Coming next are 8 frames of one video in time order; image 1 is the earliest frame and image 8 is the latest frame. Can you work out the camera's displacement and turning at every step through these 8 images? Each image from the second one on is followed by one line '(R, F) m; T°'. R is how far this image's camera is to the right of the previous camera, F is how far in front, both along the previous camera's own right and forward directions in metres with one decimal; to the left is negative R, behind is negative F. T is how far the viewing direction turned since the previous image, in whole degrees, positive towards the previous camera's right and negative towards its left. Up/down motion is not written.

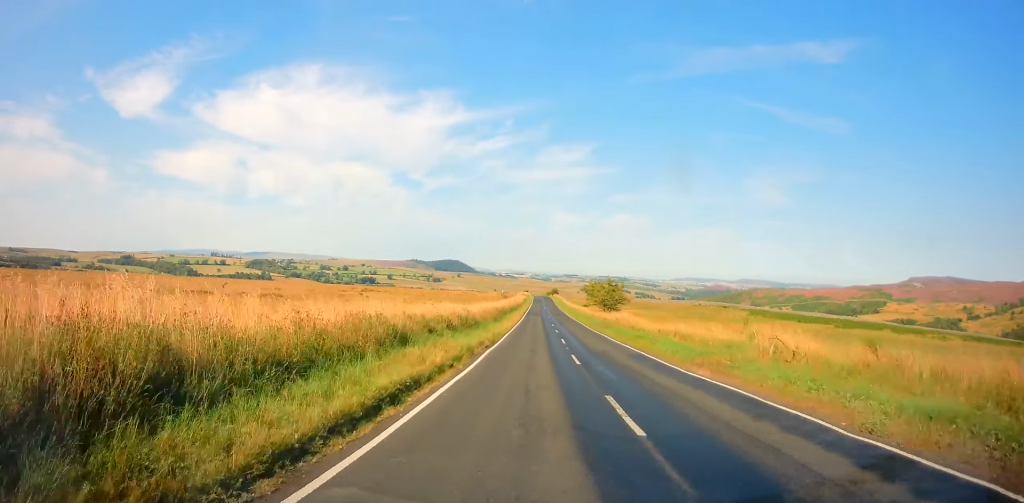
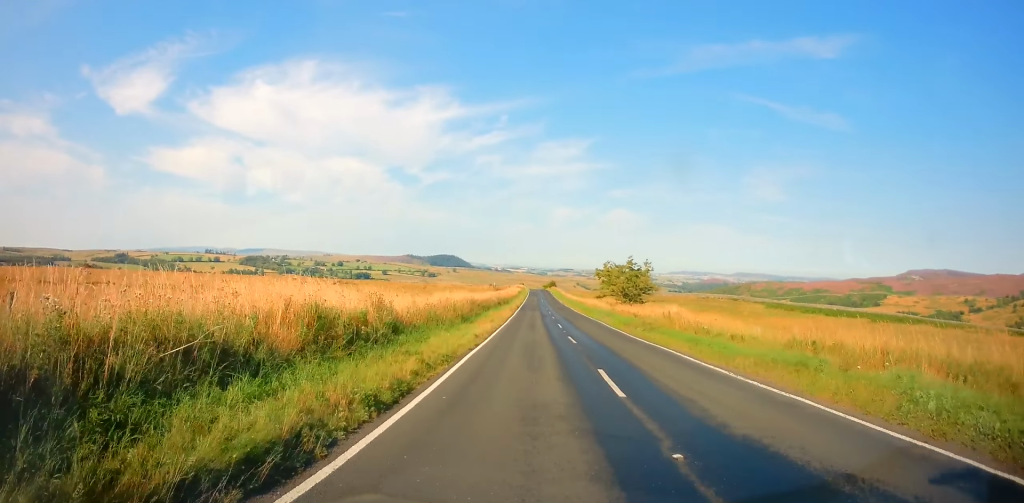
(0.0, +16.1) m; 0°
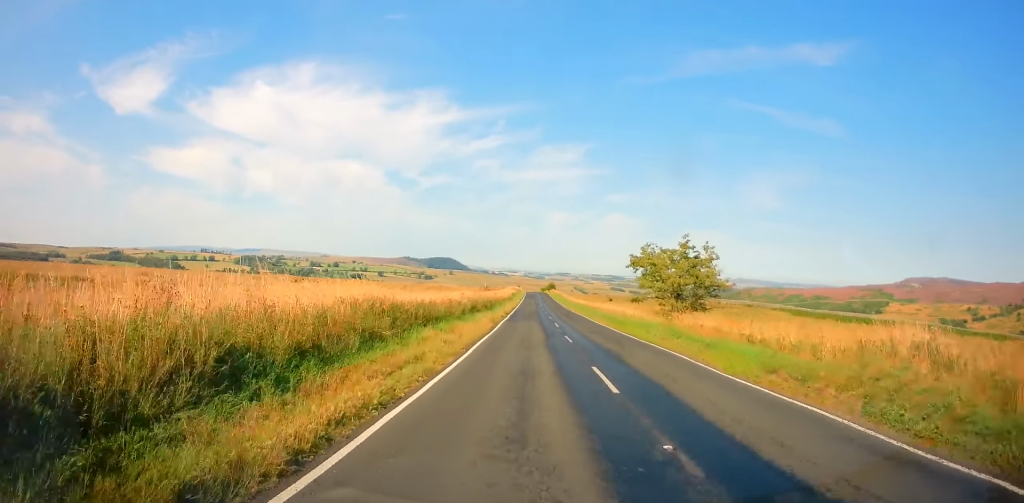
(0.0, +18.1) m; +1°
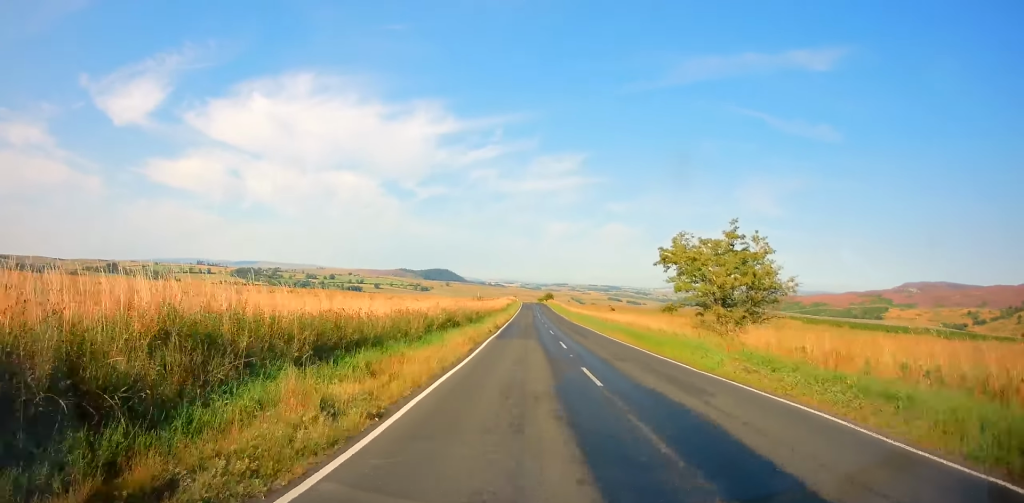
(0.0, +7.8) m; 0°
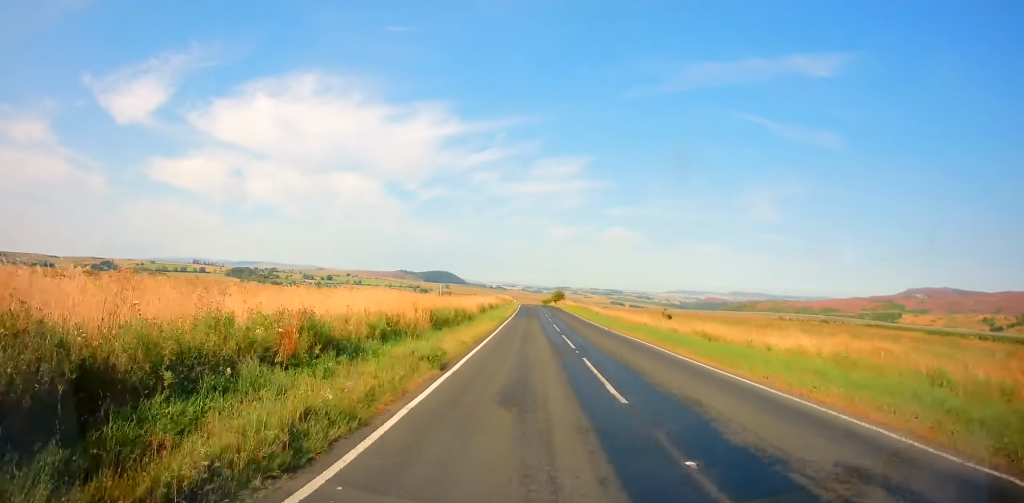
(-0.6, +48.3) m; -2°
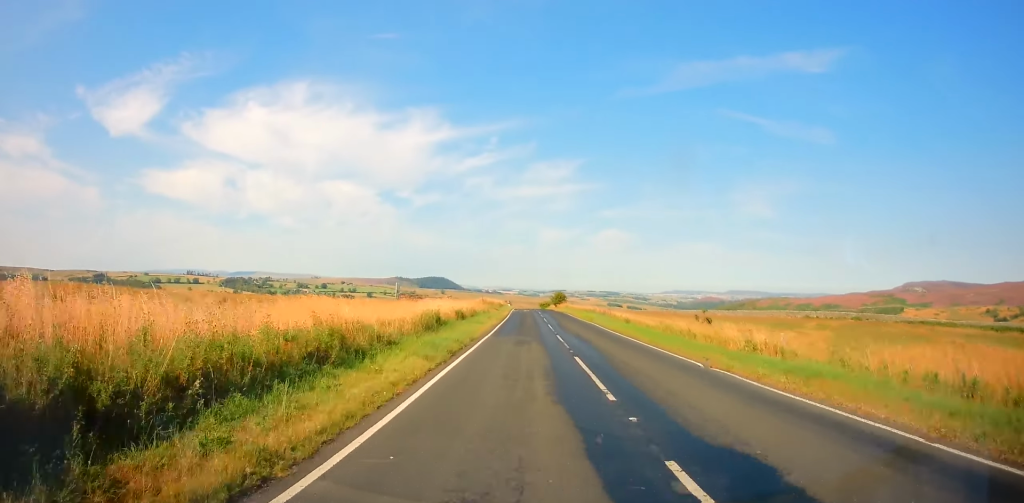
(+0.1, +18.4) m; +1°
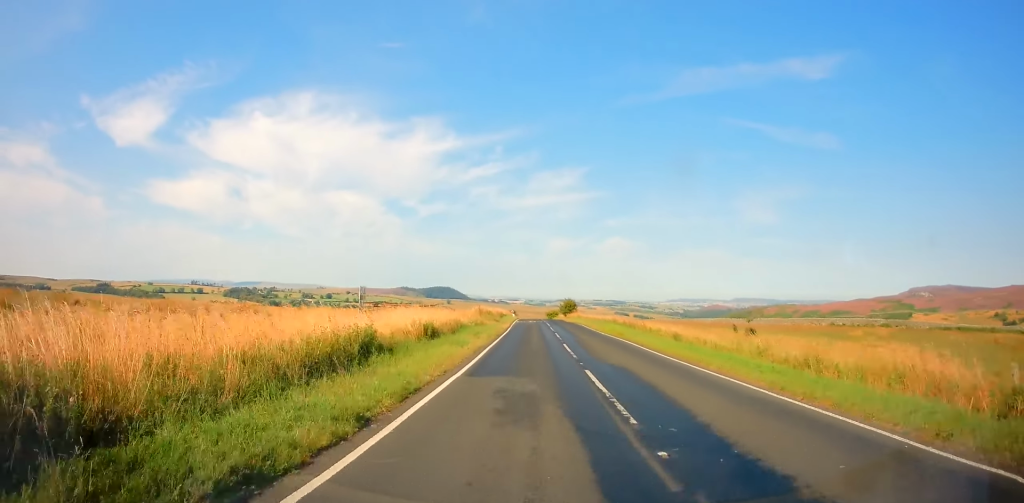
(+0.1, +10.4) m; 0°
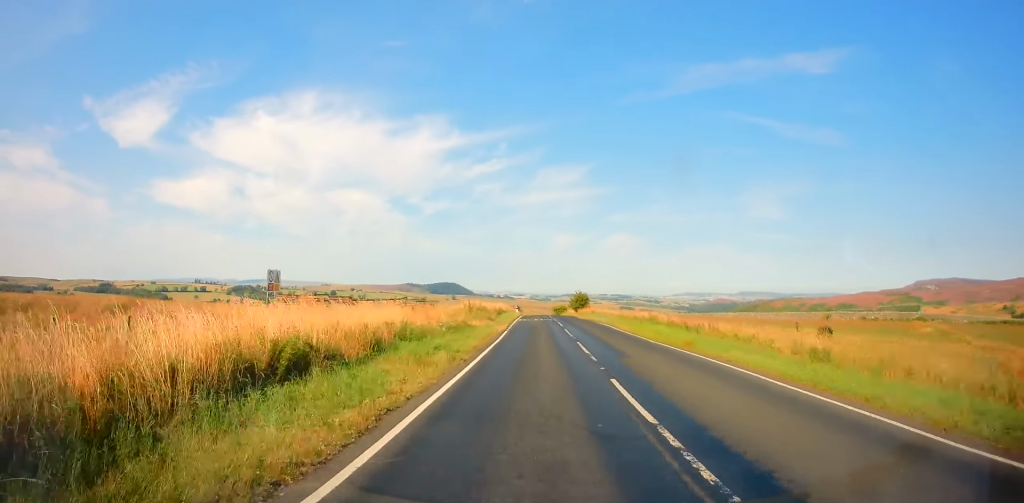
(-0.1, +12.4) m; 0°
